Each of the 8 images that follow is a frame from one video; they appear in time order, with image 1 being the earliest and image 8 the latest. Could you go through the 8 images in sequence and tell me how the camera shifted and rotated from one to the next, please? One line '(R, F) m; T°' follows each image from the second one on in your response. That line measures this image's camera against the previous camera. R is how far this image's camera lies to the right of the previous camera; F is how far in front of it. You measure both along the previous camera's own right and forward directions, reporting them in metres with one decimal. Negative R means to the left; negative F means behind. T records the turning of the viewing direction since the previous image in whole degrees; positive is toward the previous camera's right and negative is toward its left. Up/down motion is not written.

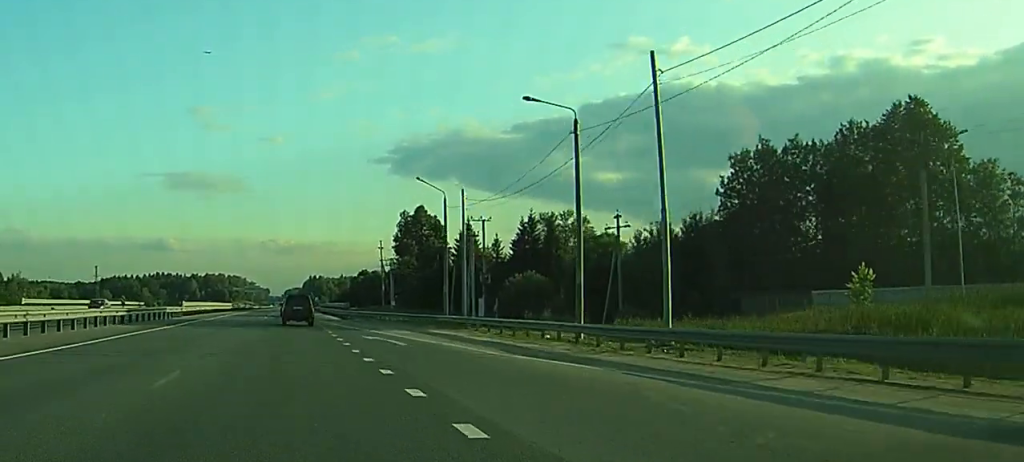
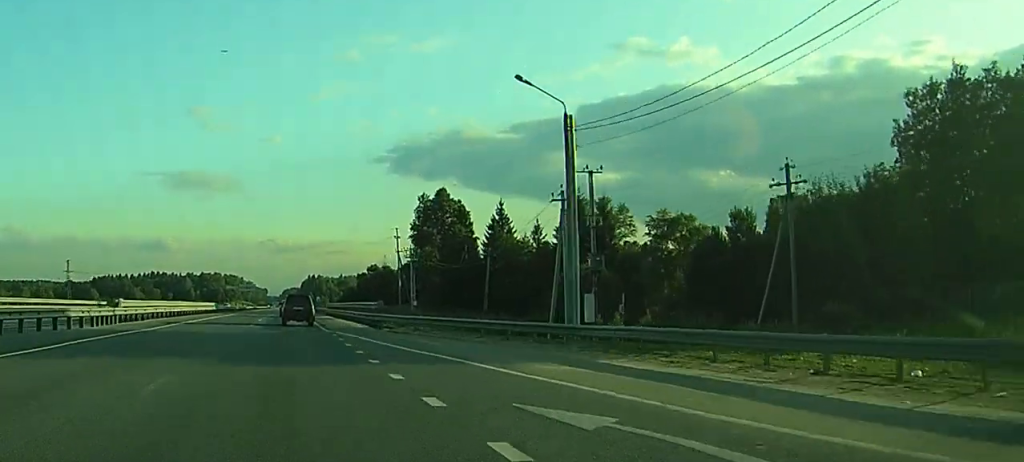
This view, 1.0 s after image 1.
(0.0, +24.5) m; 0°
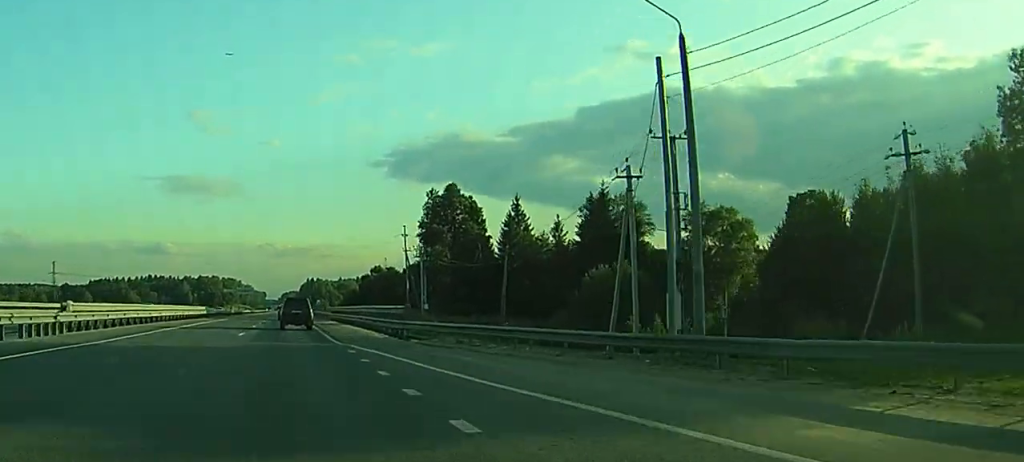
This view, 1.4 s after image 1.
(0.0, +9.8) m; 0°
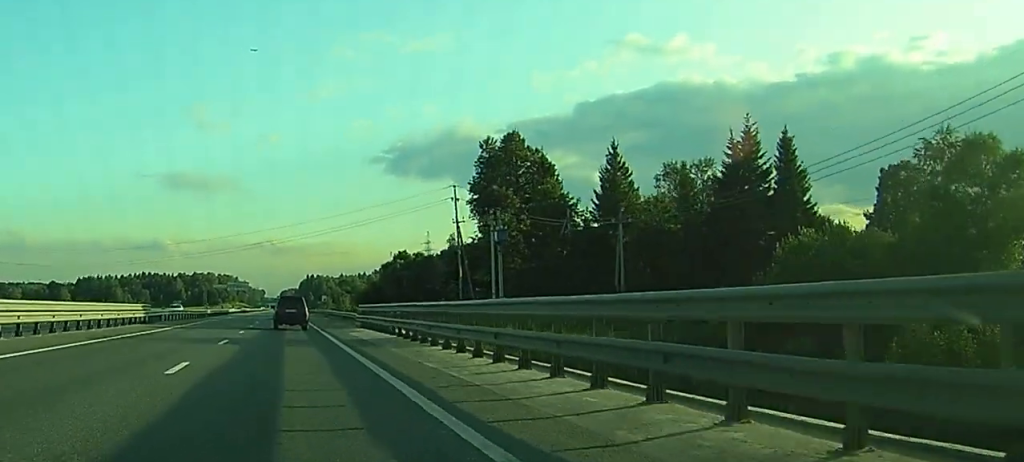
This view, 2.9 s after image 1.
(+0.2, +36.7) m; 0°
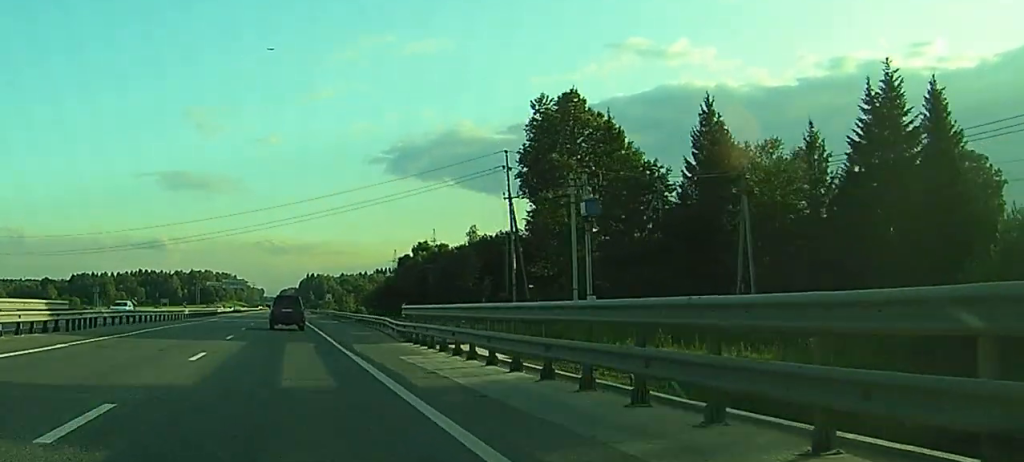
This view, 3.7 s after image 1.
(0.0, +19.6) m; 0°
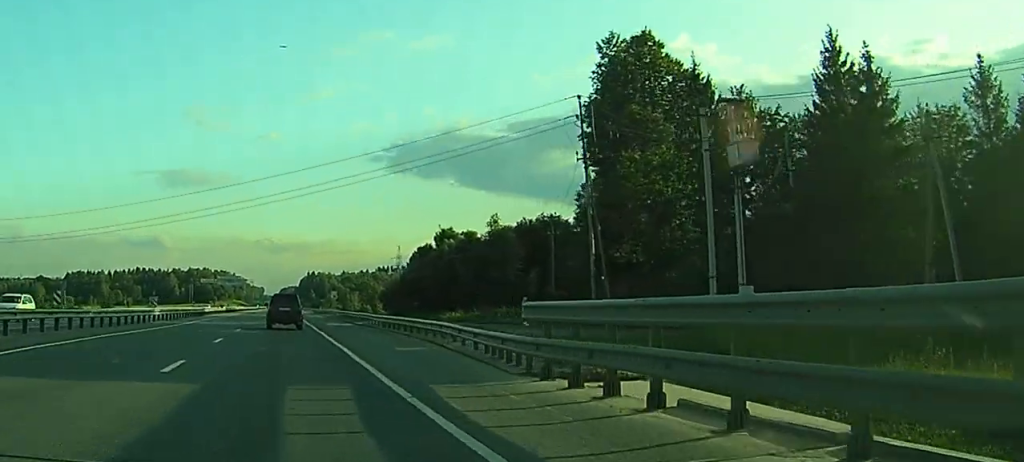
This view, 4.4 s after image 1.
(0.0, +16.3) m; 0°
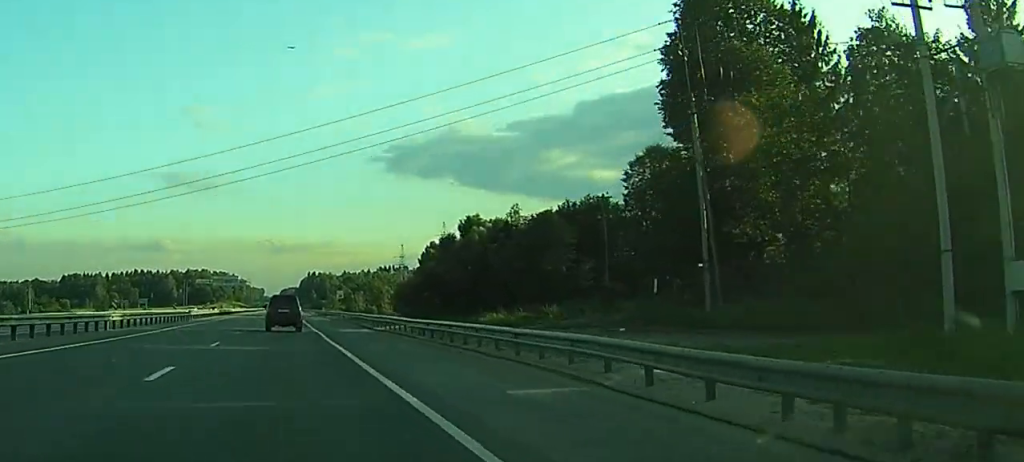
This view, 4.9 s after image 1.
(+0.1, +13.1) m; 0°
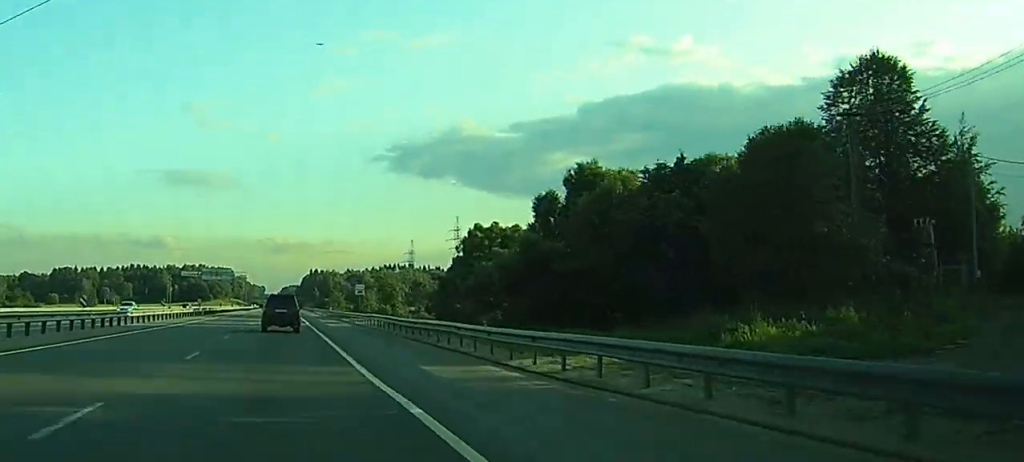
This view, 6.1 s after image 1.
(-0.2, +30.3) m; -1°
